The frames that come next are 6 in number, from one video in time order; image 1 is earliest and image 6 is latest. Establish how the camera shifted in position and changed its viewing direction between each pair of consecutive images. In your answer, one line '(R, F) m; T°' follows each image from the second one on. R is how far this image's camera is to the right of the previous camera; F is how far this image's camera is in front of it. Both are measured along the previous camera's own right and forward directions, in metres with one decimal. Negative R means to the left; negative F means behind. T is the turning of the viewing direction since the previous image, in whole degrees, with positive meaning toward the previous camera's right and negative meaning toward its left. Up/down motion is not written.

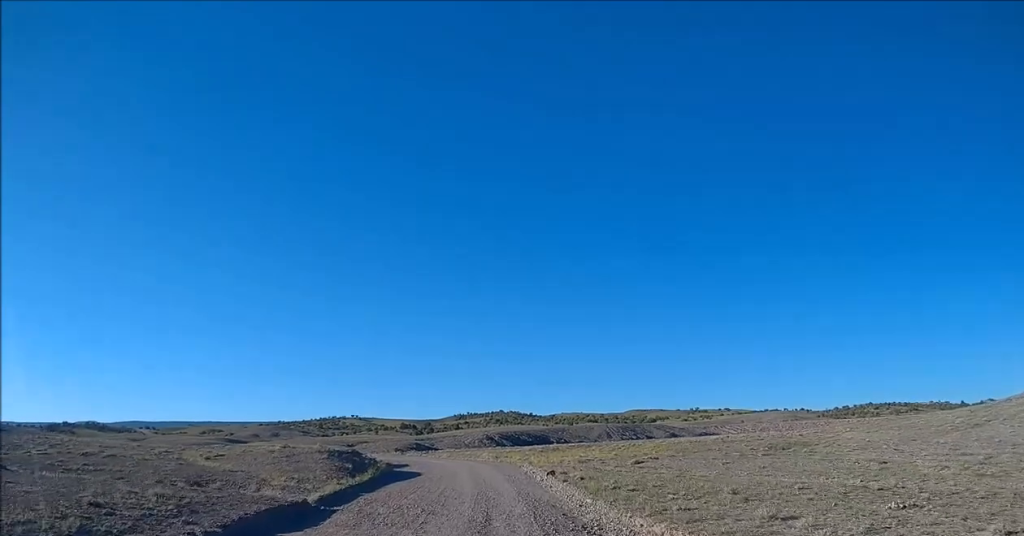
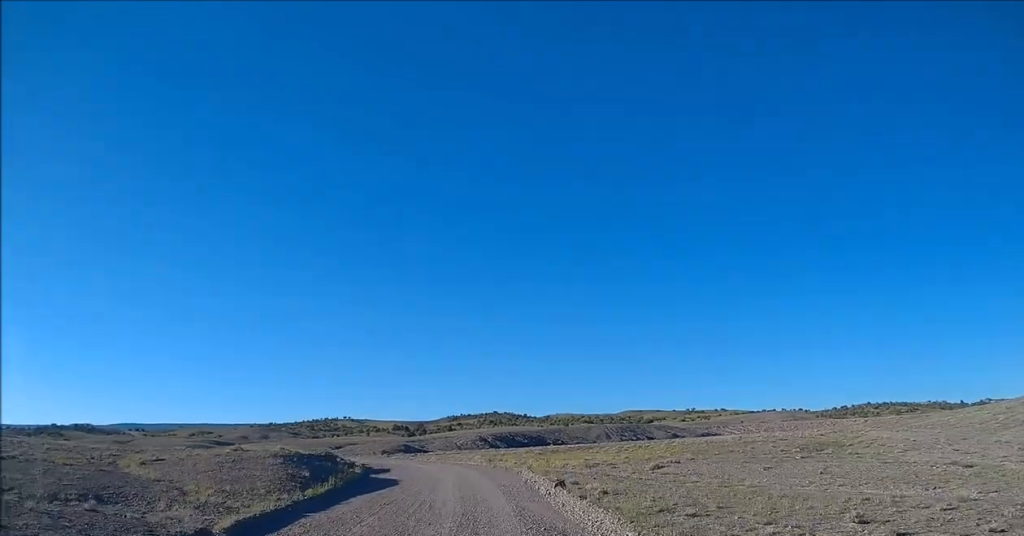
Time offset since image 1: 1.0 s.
(0.0, +6.7) m; 0°
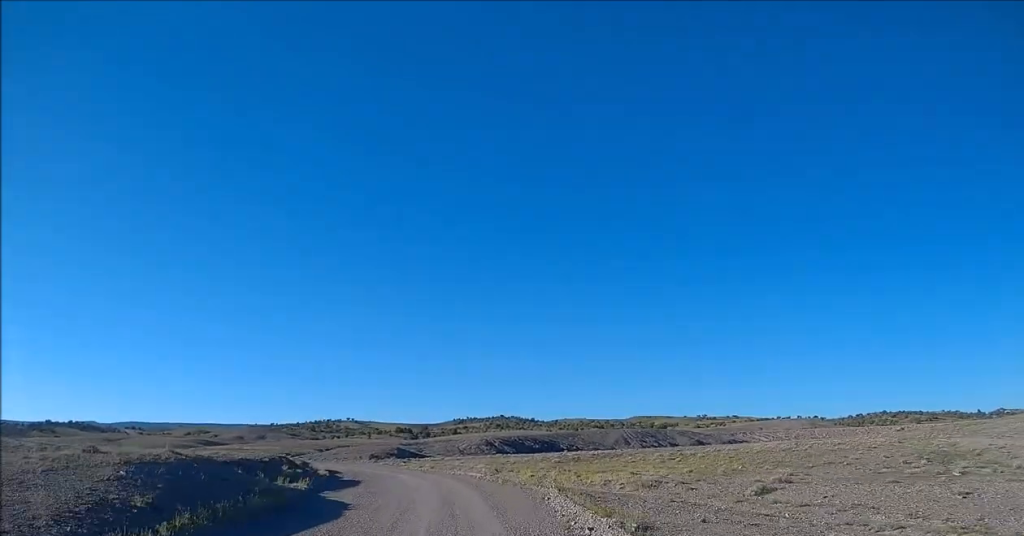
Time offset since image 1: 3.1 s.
(0.0, +16.5) m; 0°
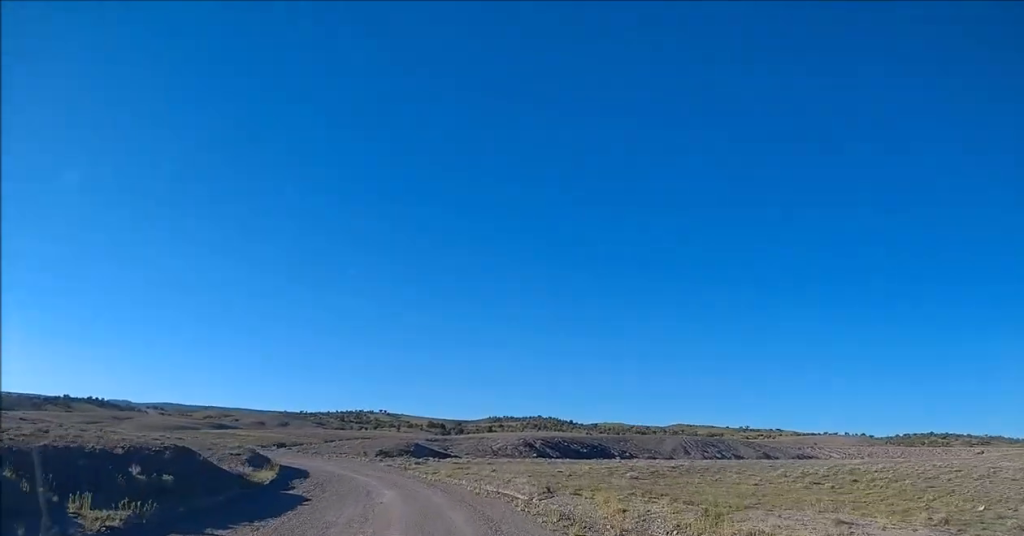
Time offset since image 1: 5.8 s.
(0.0, +22.3) m; 0°
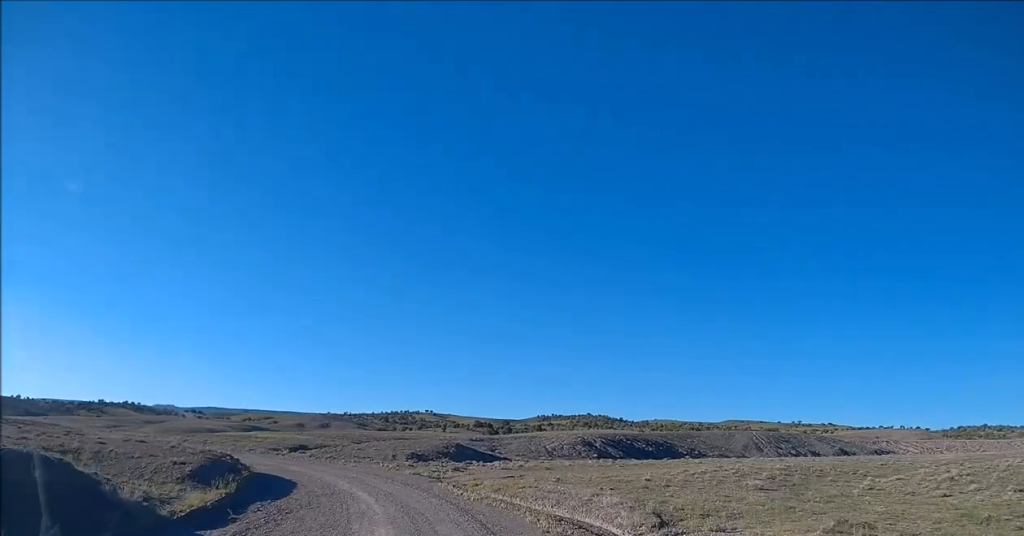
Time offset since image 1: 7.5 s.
(0.0, +14.2) m; -1°
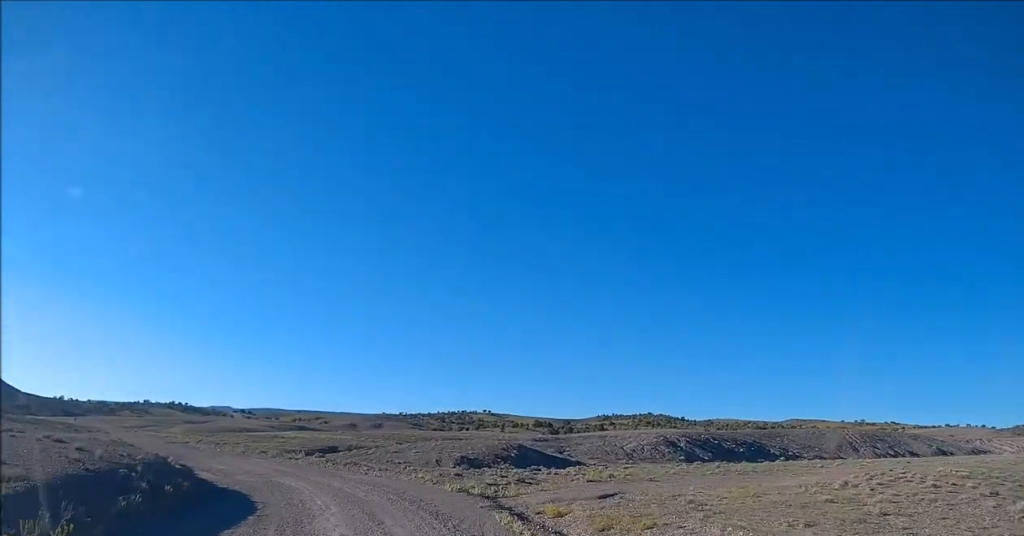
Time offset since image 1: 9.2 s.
(-1.9, +14.6) m; -18°
